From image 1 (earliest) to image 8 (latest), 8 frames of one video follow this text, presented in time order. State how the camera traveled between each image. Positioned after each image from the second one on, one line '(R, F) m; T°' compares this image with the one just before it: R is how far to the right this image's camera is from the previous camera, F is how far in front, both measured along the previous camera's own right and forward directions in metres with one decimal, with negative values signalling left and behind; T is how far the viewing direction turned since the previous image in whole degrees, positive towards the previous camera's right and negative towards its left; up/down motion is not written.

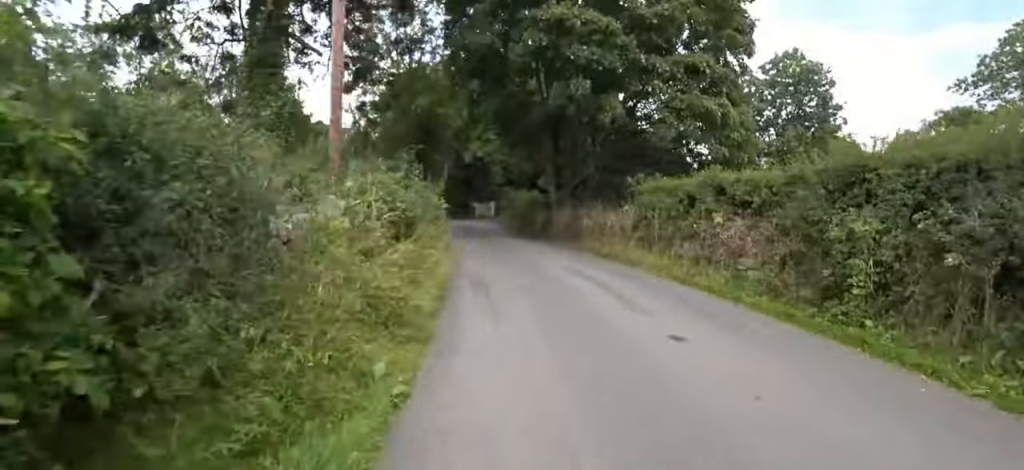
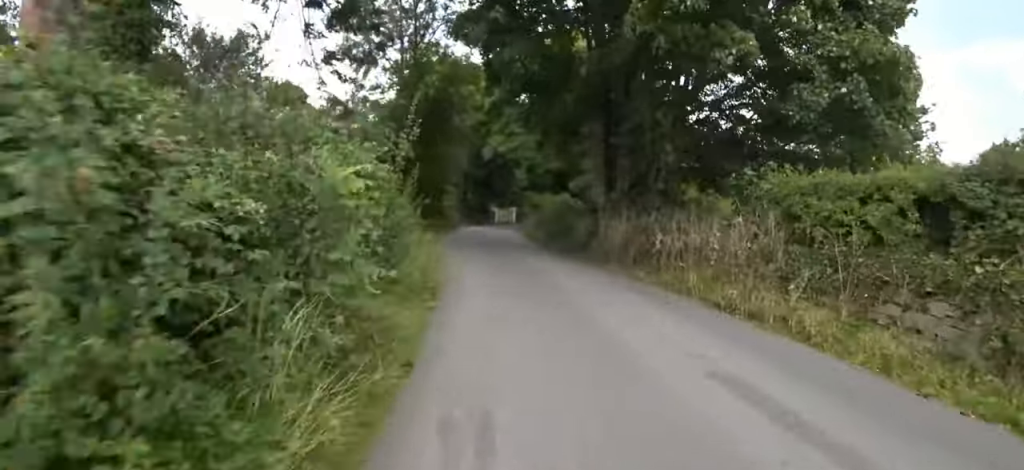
(-0.2, +5.4) m; -4°
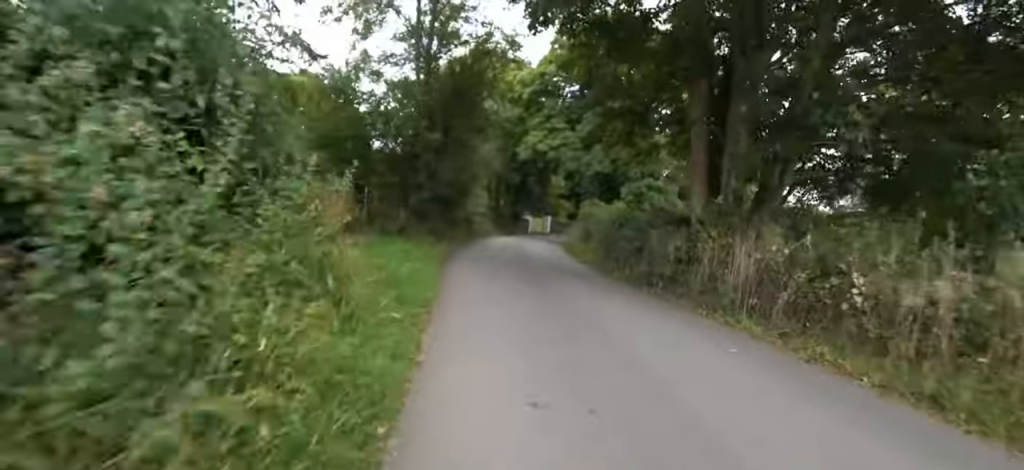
(-0.4, +4.6) m; +2°
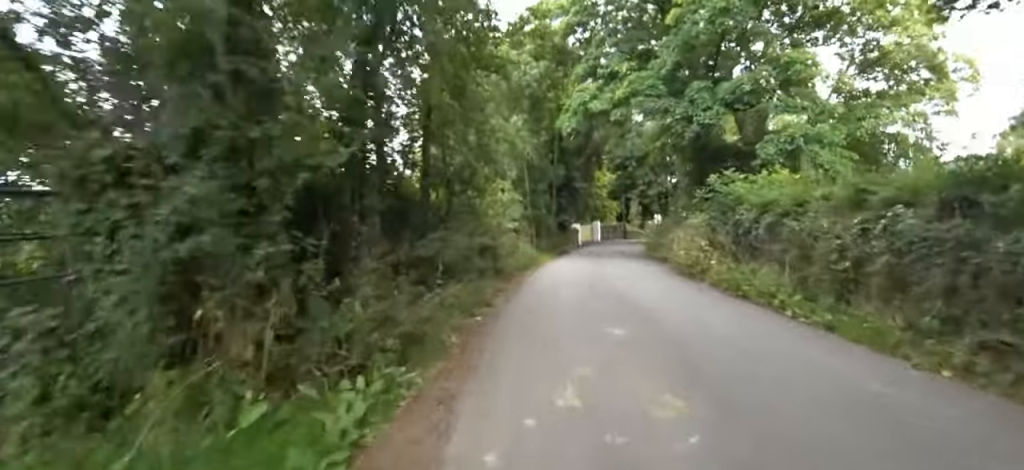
(+0.9, +10.1) m; +1°
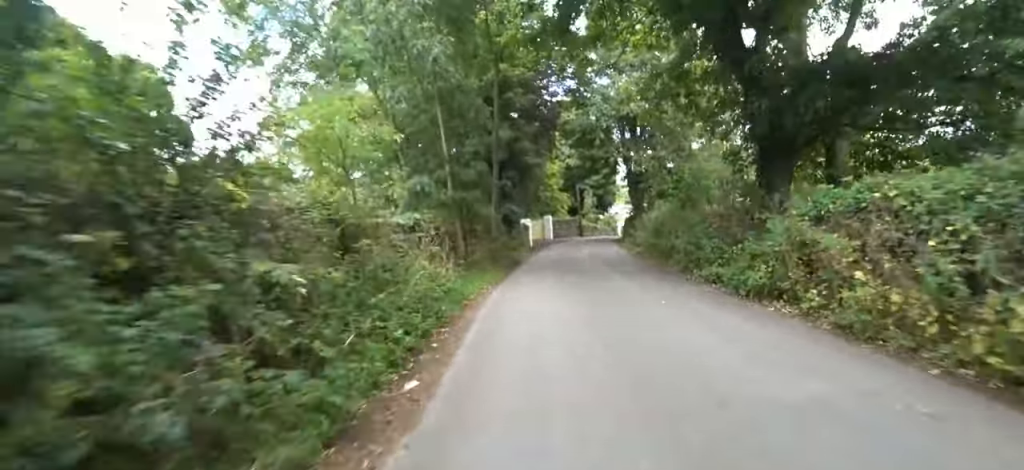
(-1.0, +9.4) m; -2°
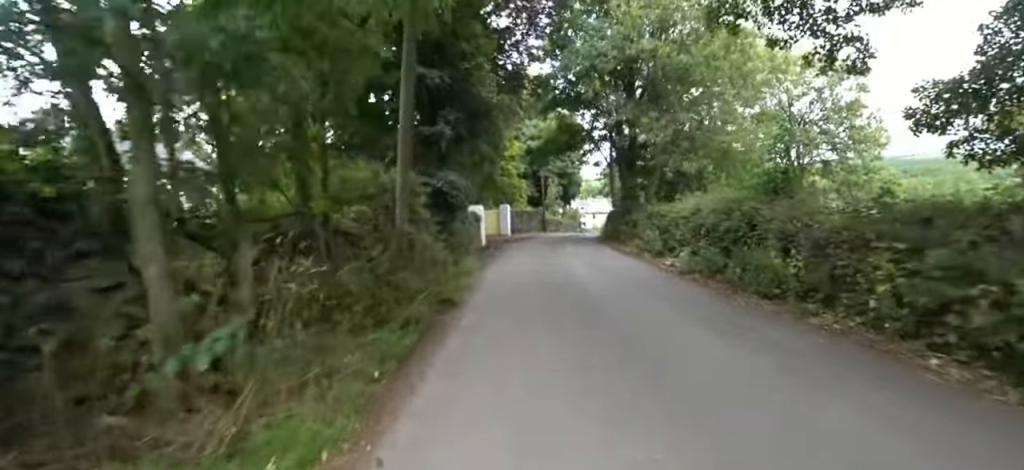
(+0.7, +8.7) m; +9°
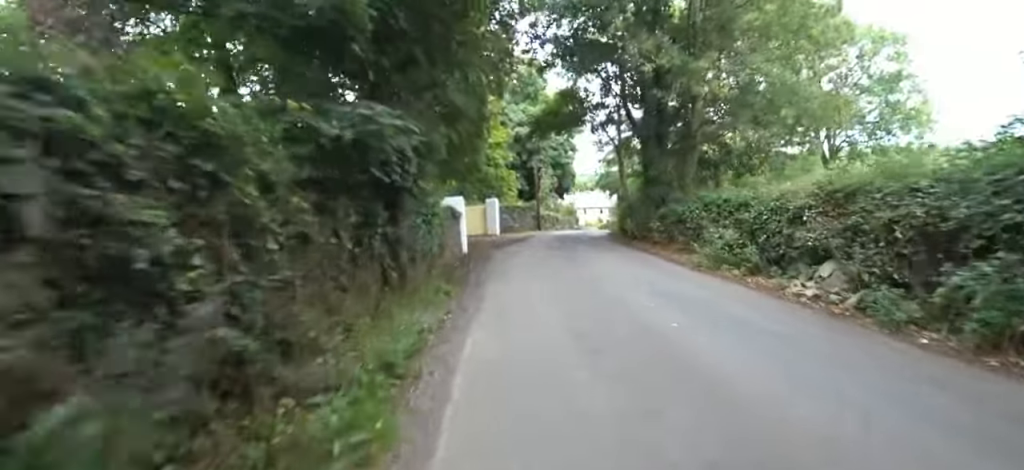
(+0.2, +5.6) m; +6°
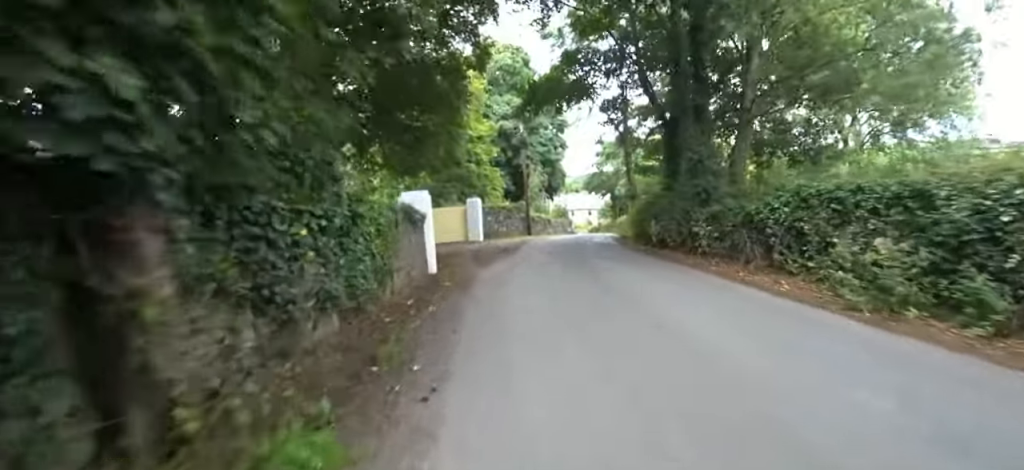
(+0.3, +4.5) m; +1°
